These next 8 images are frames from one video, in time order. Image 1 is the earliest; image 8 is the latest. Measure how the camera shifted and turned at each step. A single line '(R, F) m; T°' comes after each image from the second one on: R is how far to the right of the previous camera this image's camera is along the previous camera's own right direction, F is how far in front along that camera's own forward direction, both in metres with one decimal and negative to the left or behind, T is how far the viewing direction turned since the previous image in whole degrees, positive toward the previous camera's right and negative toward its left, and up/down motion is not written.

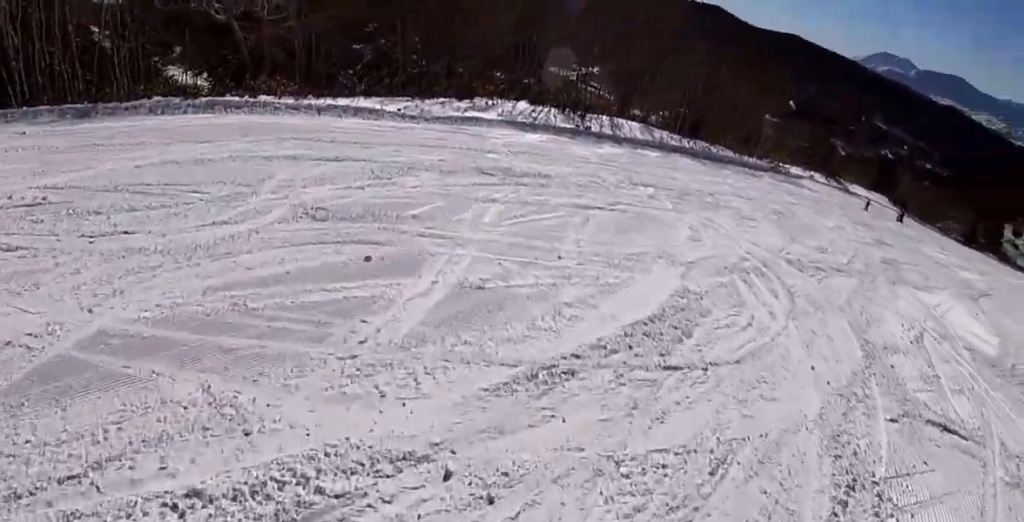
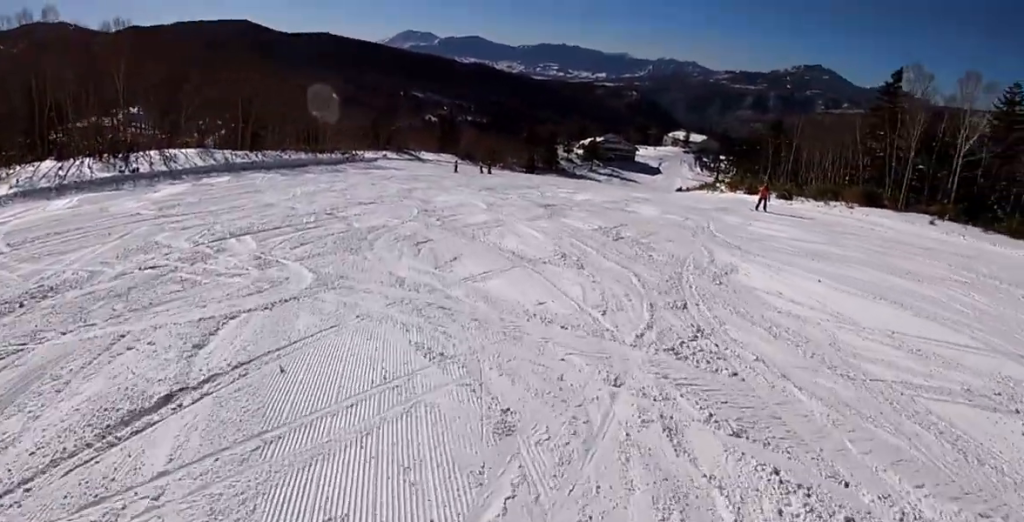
(+2.3, +7.3) m; +36°
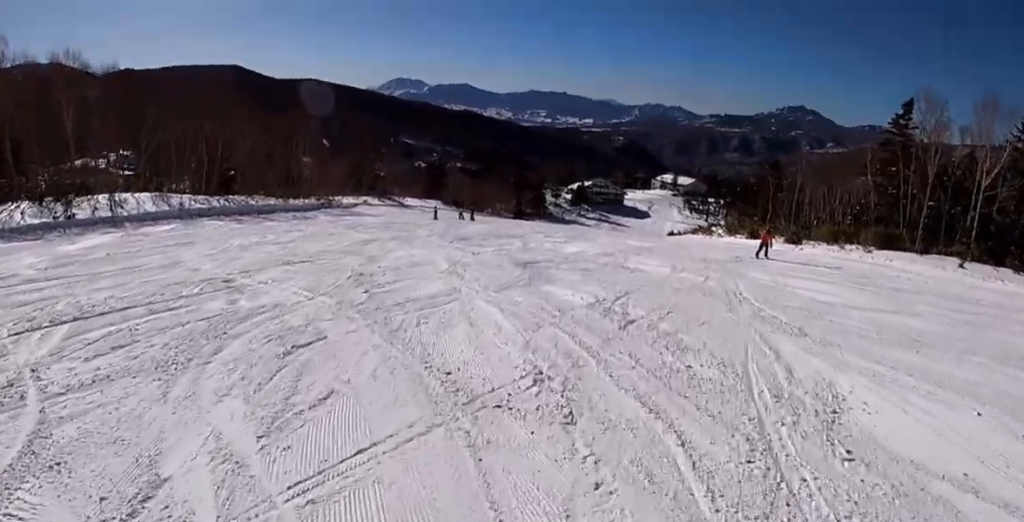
(+0.9, +4.6) m; 0°
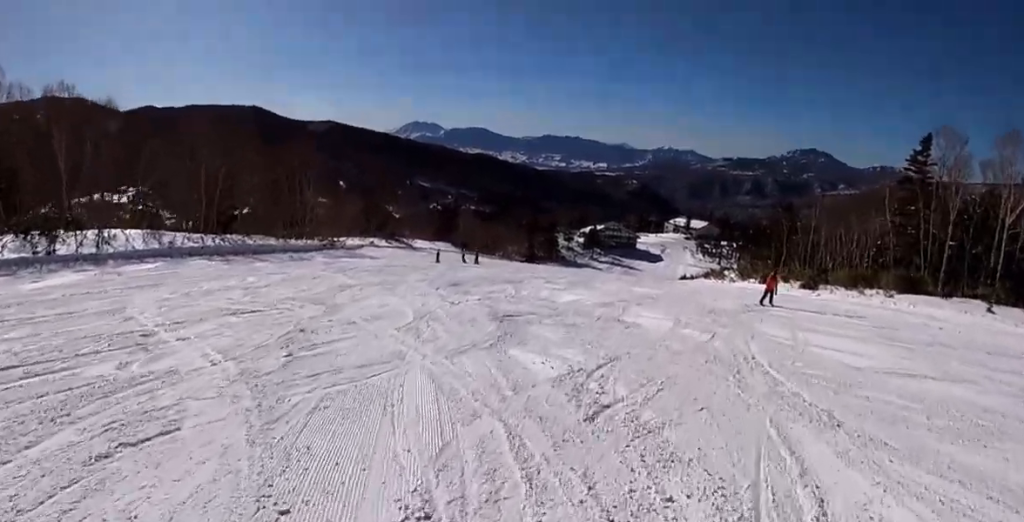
(-0.1, +2.3) m; -4°
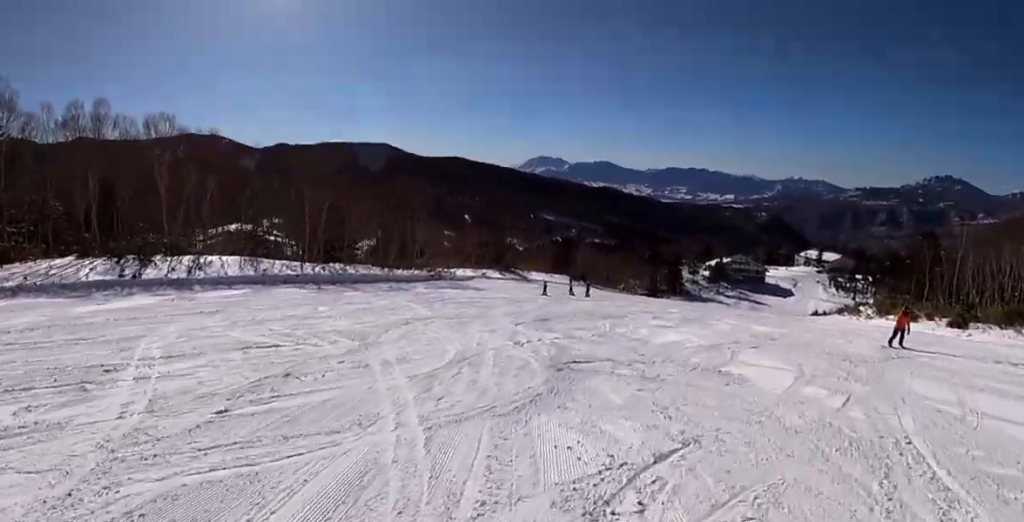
(-0.4, +3.2) m; -10°
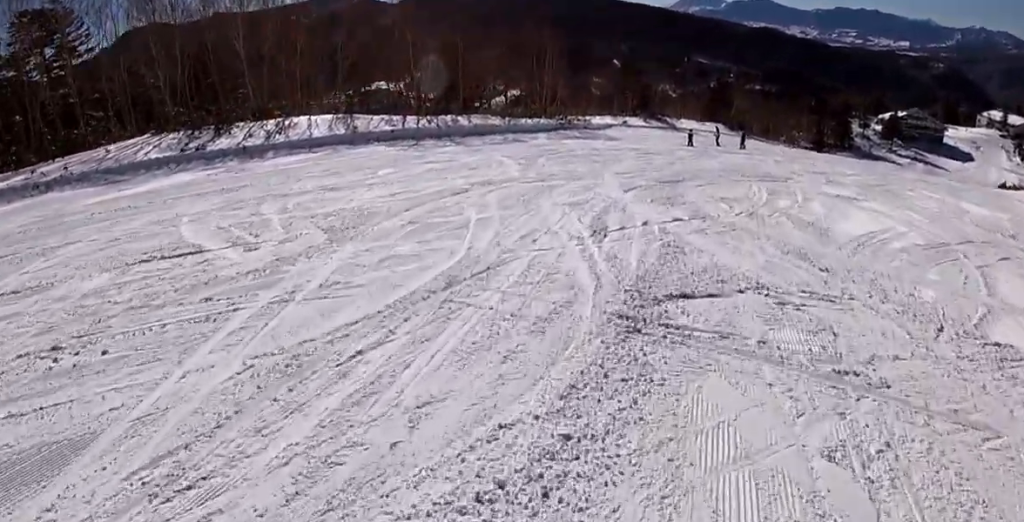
(-0.7, +5.1) m; -19°
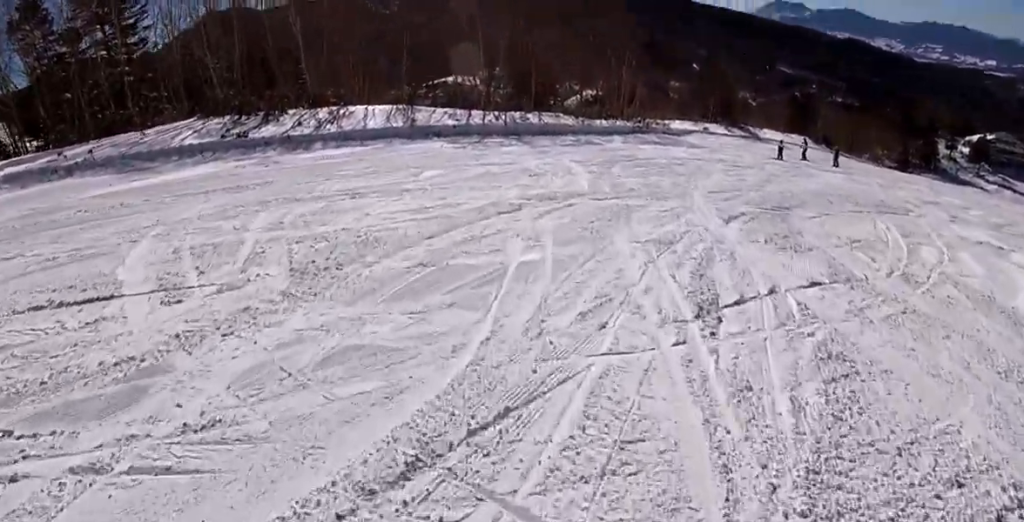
(-0.4, +3.0) m; -8°
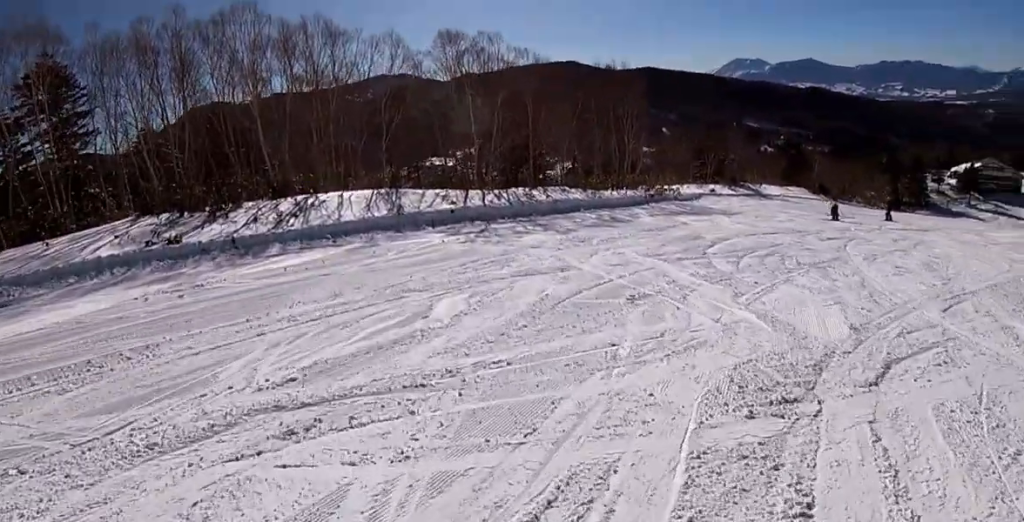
(-0.8, +7.0) m; +6°
